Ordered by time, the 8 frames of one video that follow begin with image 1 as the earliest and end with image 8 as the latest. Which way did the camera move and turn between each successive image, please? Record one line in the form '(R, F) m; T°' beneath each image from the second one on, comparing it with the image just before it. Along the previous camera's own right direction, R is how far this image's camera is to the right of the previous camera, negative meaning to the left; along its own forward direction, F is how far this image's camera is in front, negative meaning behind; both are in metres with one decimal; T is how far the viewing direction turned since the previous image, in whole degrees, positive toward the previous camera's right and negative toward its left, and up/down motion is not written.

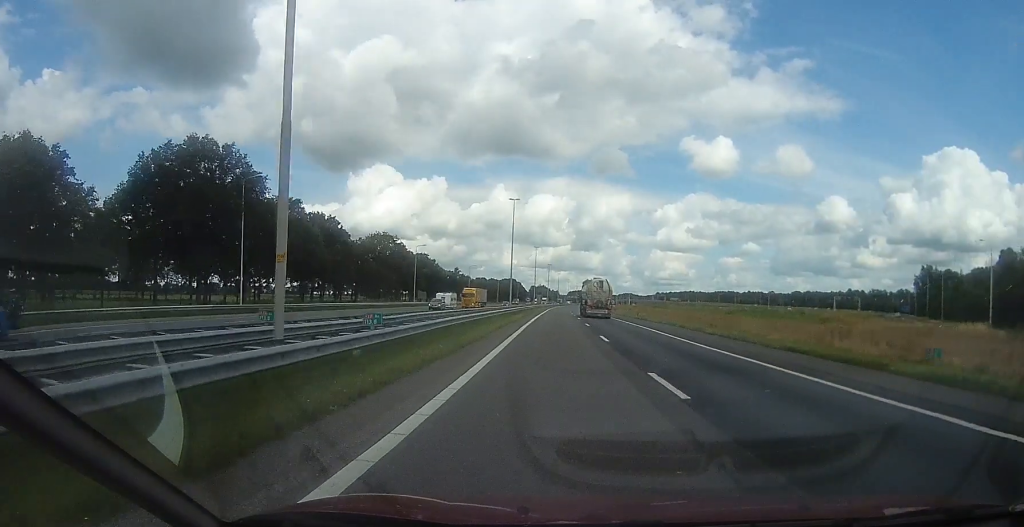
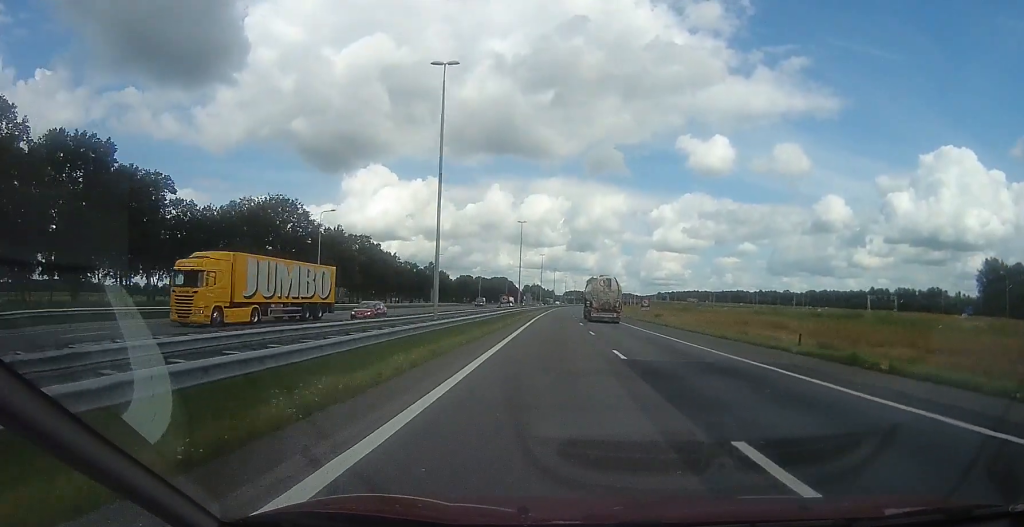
(-0.1, +43.9) m; +1°
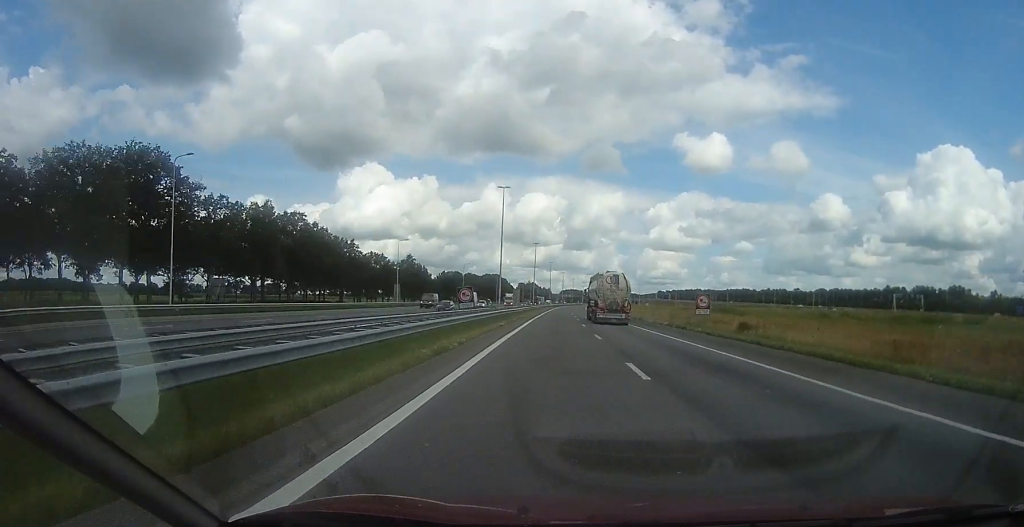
(+0.5, +27.6) m; +1°
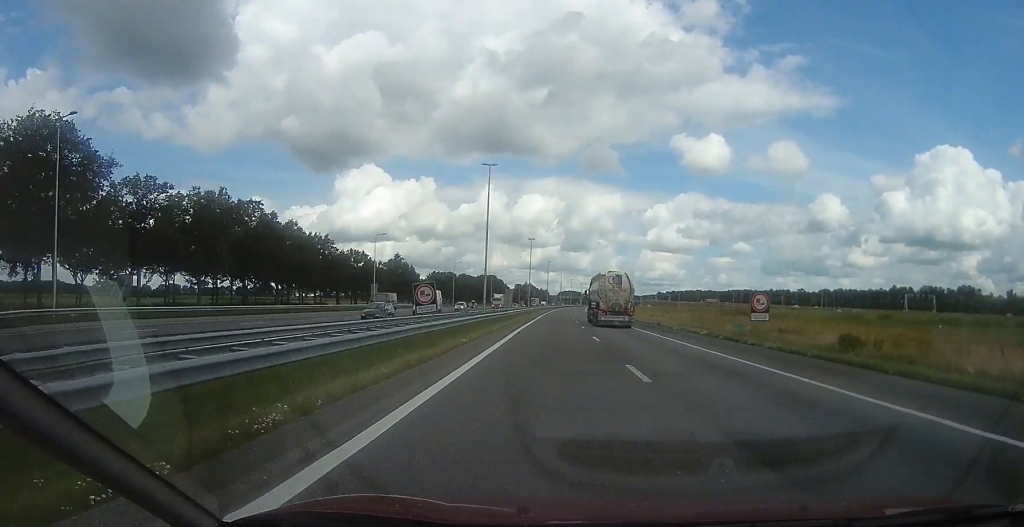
(+0.4, +12.0) m; 0°
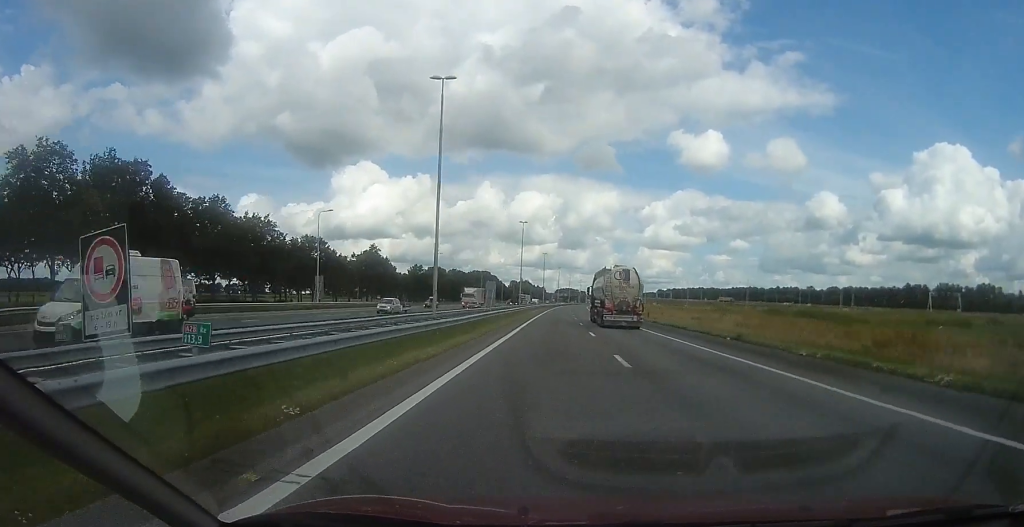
(-0.5, +21.3) m; -1°
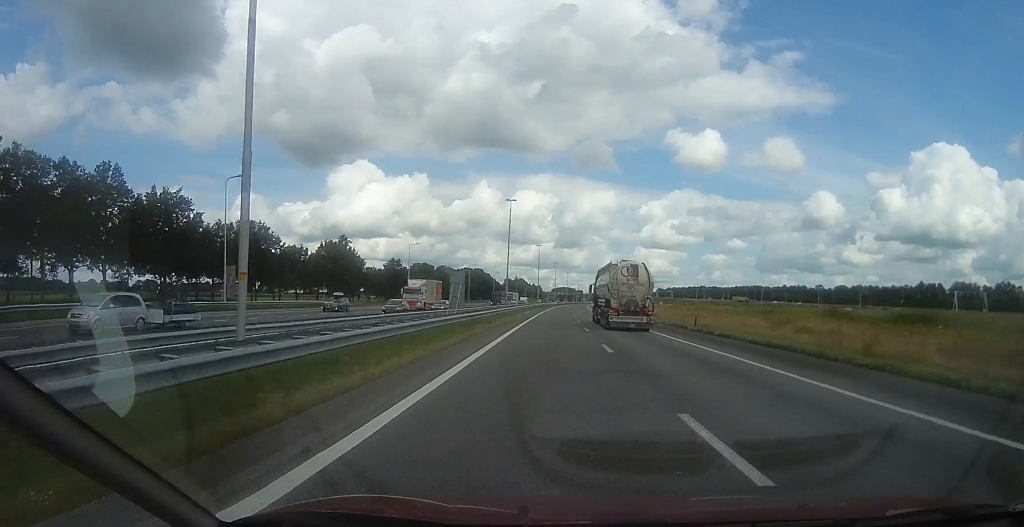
(-0.2, +20.4) m; 0°
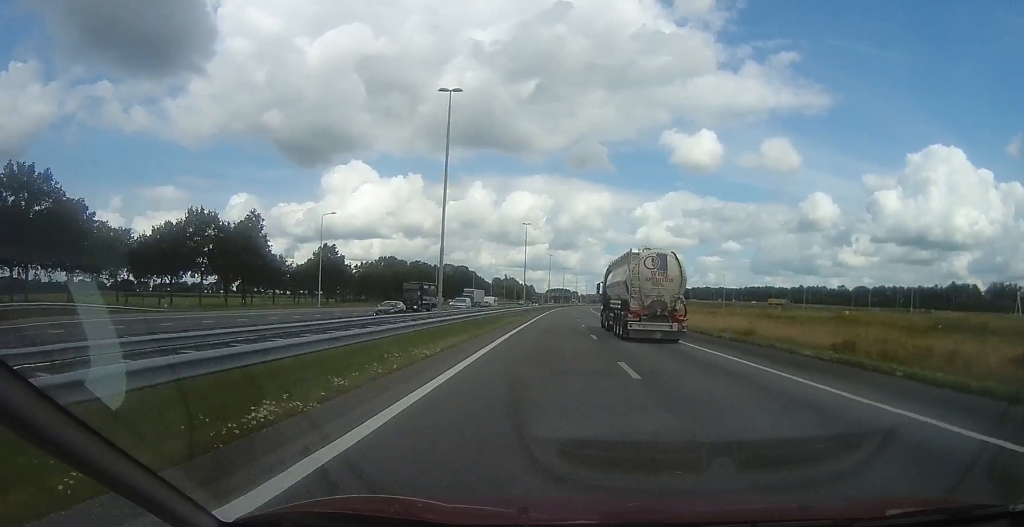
(+1.1, +40.8) m; +3°
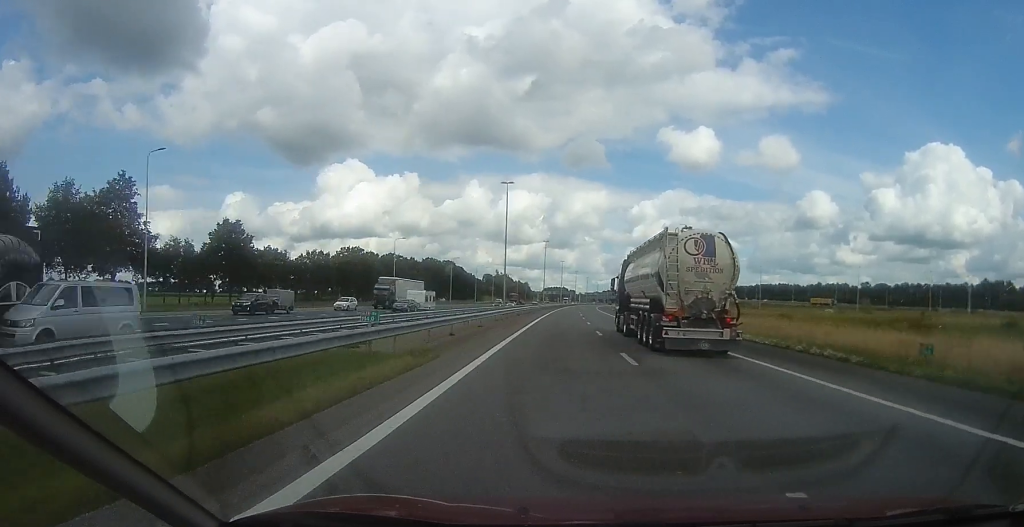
(+0.1, +33.4) m; -2°
